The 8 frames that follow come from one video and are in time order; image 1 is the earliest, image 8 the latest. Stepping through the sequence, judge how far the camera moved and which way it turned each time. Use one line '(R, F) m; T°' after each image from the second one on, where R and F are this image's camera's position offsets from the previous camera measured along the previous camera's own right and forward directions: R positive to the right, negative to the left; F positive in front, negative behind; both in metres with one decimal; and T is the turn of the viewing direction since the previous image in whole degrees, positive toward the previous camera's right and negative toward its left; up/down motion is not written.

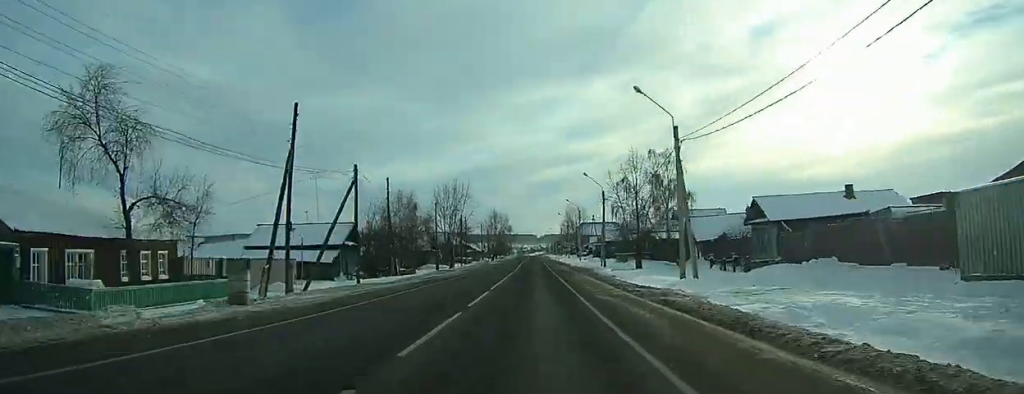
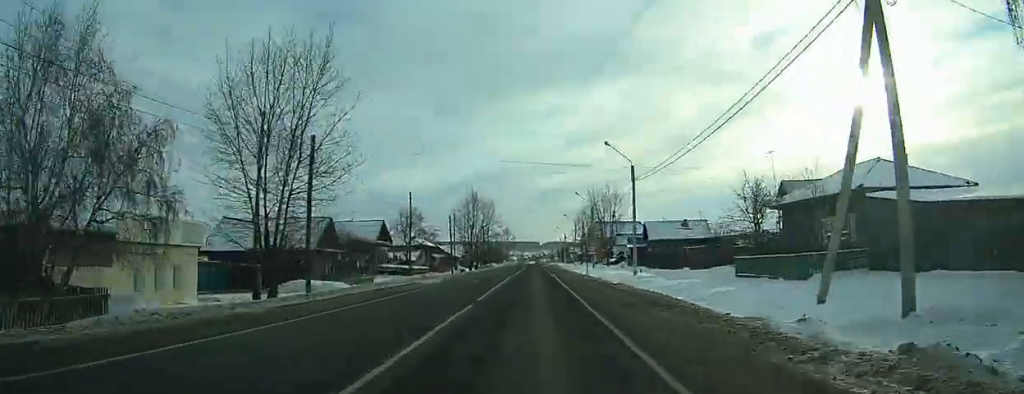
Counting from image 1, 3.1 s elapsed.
(-0.2, +53.5) m; 0°
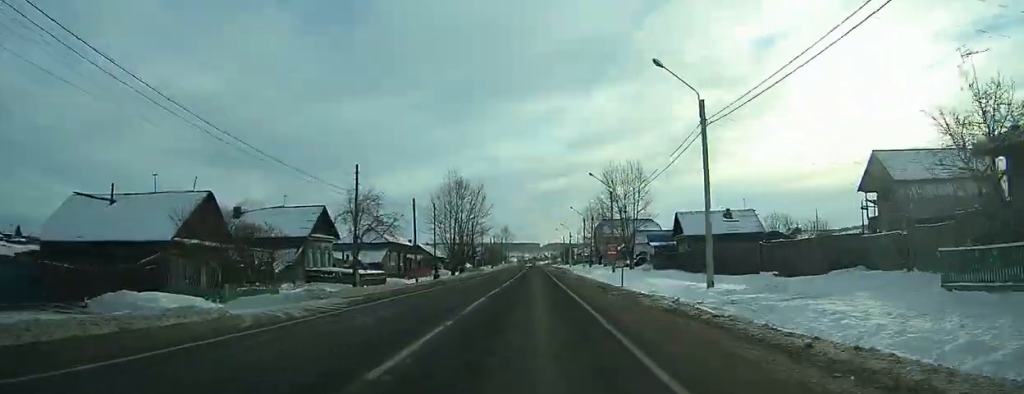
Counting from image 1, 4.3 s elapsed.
(0.0, +20.0) m; 0°
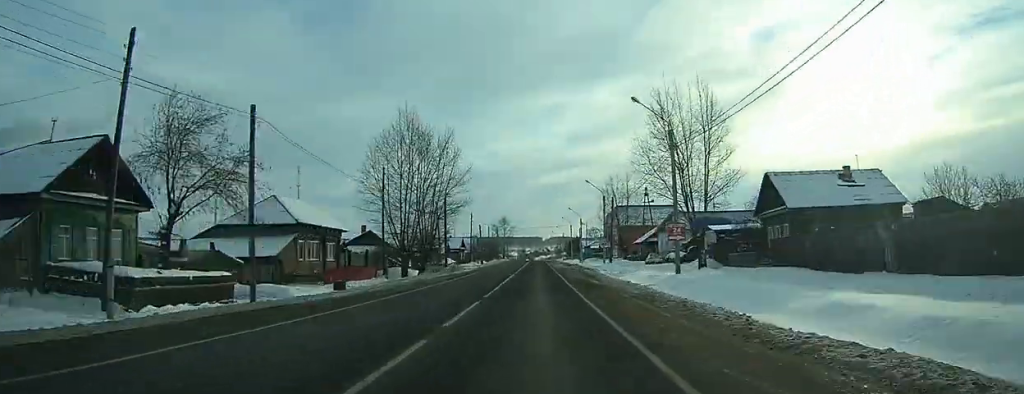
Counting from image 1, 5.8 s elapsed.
(0.0, +27.7) m; 0°
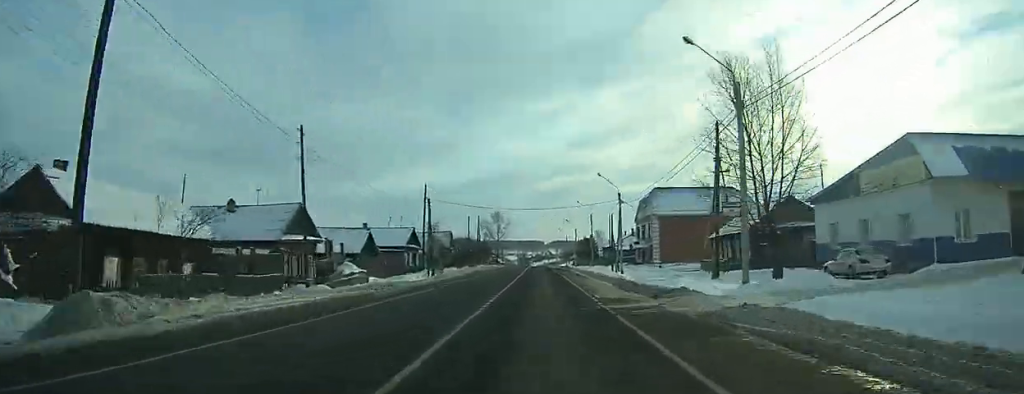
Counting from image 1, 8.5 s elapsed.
(0.0, +51.3) m; 0°
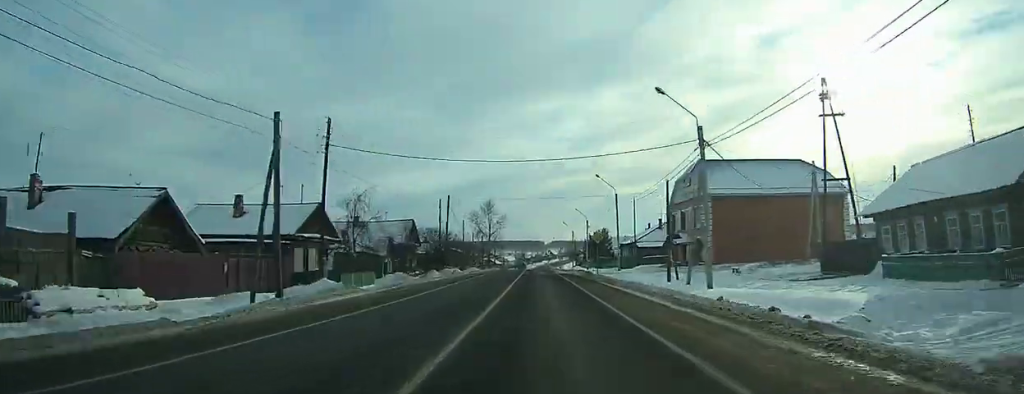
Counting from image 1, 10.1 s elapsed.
(+0.1, +33.4) m; 0°
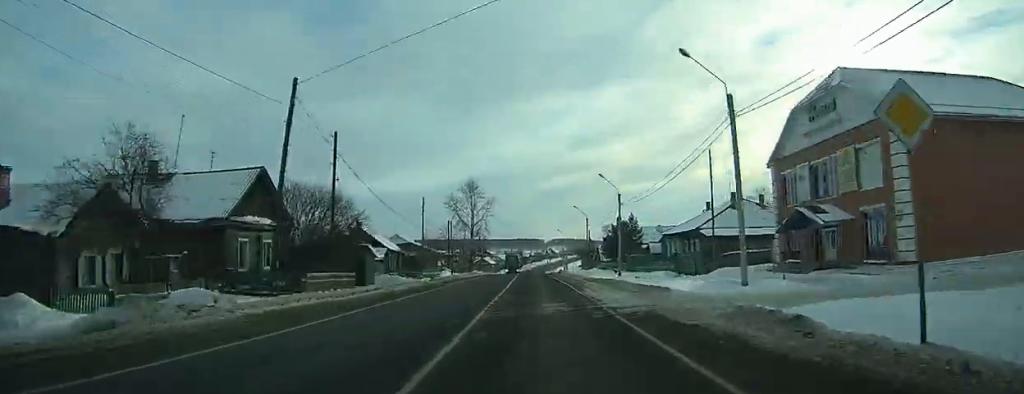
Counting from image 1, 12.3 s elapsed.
(+0.1, +42.6) m; 0°
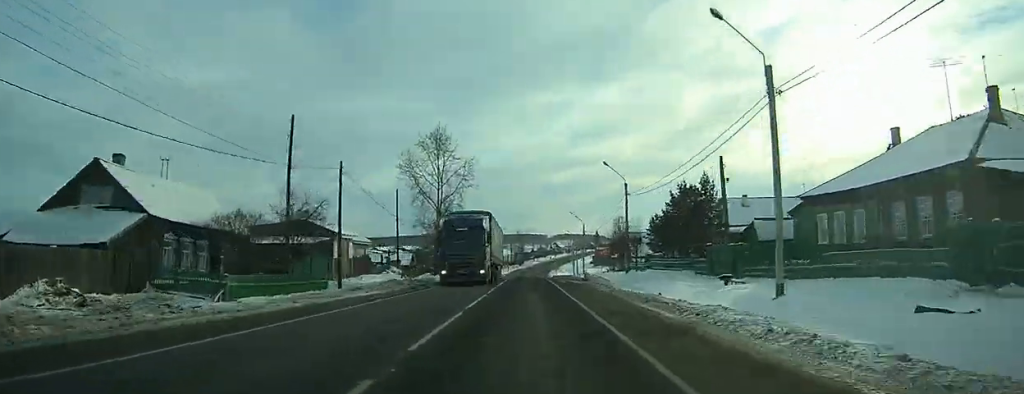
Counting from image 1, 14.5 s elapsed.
(-0.3, +40.6) m; -1°
